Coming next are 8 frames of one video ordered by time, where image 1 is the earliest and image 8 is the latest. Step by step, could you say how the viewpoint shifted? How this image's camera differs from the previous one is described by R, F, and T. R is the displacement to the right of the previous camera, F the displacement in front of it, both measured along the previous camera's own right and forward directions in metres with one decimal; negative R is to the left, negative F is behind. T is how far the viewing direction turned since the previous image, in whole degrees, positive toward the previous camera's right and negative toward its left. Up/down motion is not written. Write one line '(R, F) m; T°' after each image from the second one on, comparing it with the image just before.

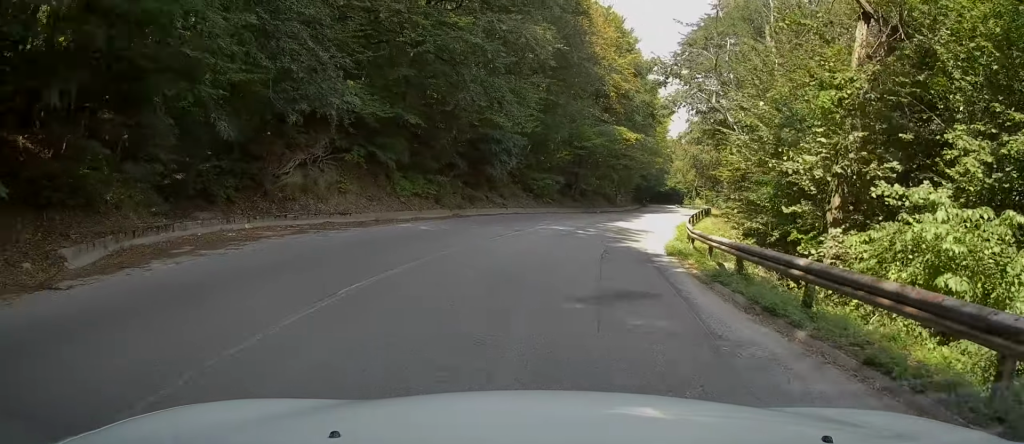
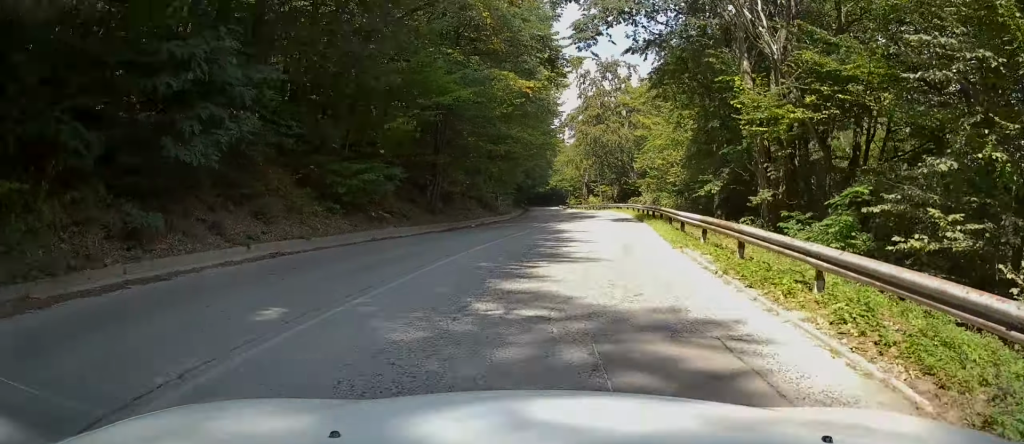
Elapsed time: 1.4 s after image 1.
(+1.7, +20.9) m; +7°
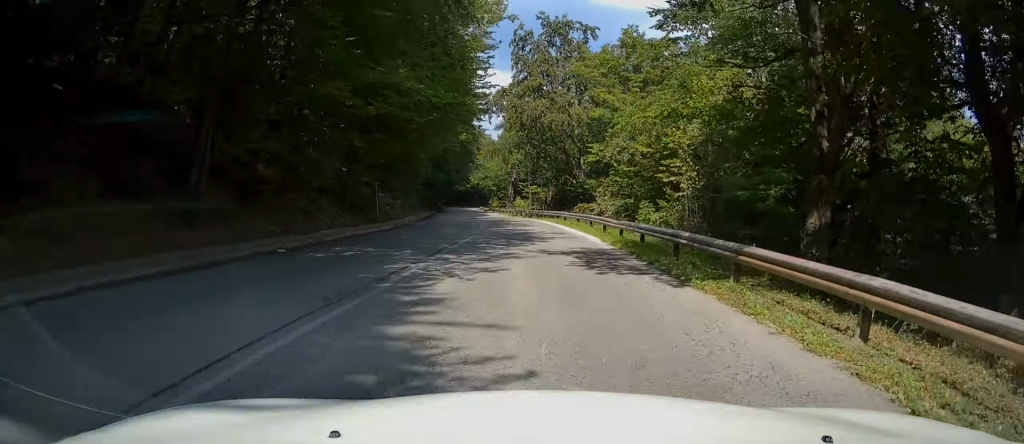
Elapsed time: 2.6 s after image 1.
(+0.6, +17.3) m; +2°
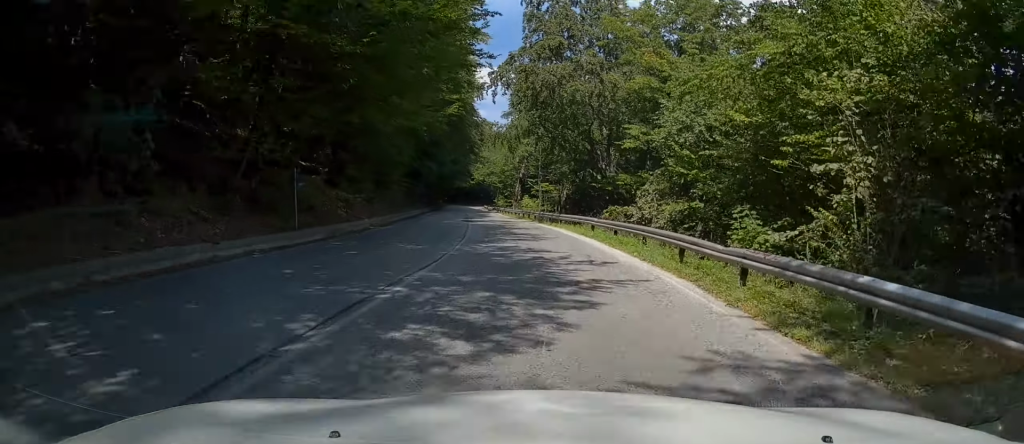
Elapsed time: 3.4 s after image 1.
(0.0, +11.5) m; 0°
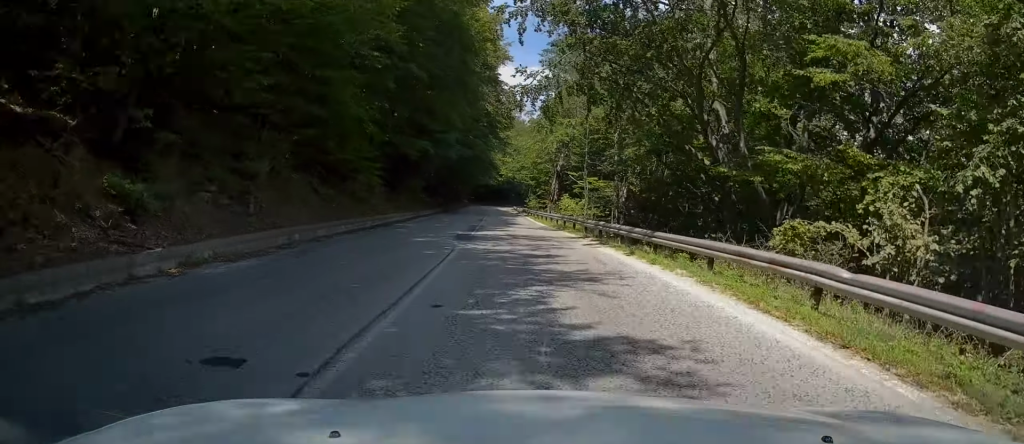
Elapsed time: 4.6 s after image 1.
(-0.1, +17.9) m; -2°
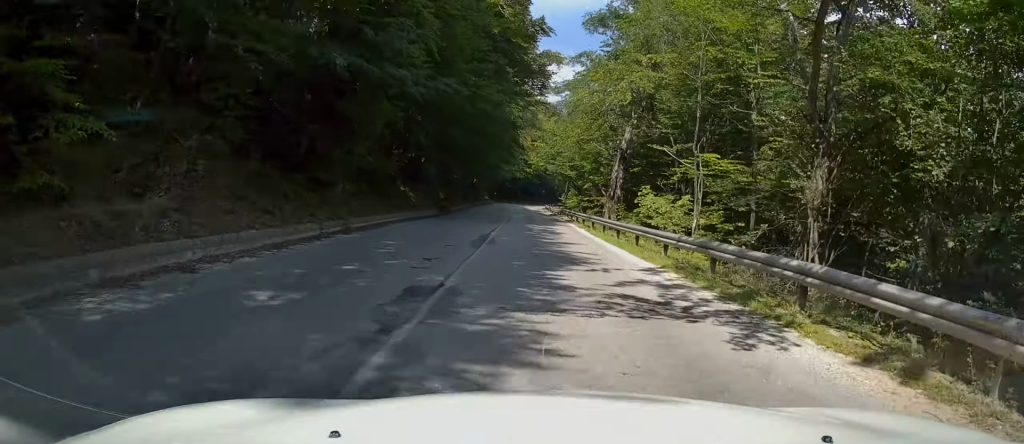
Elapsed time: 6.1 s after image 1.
(-0.7, +23.5) m; -3°
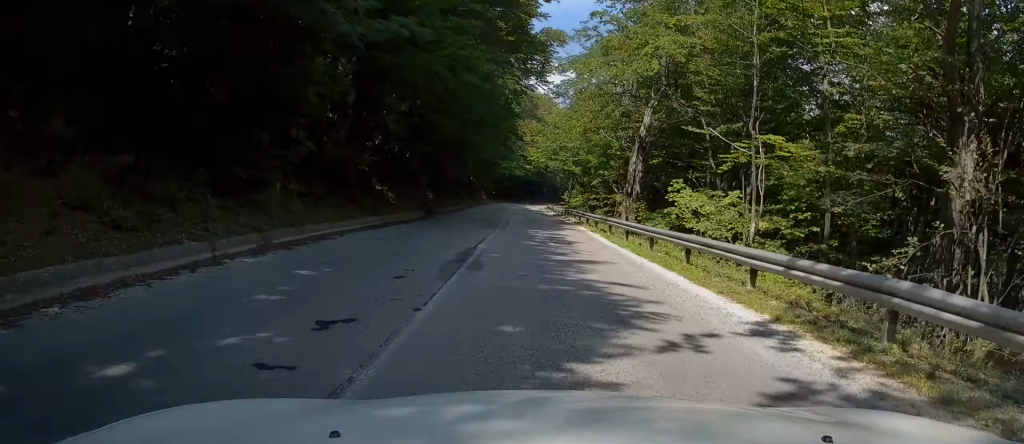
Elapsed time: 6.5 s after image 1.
(0.0, +6.3) m; 0°
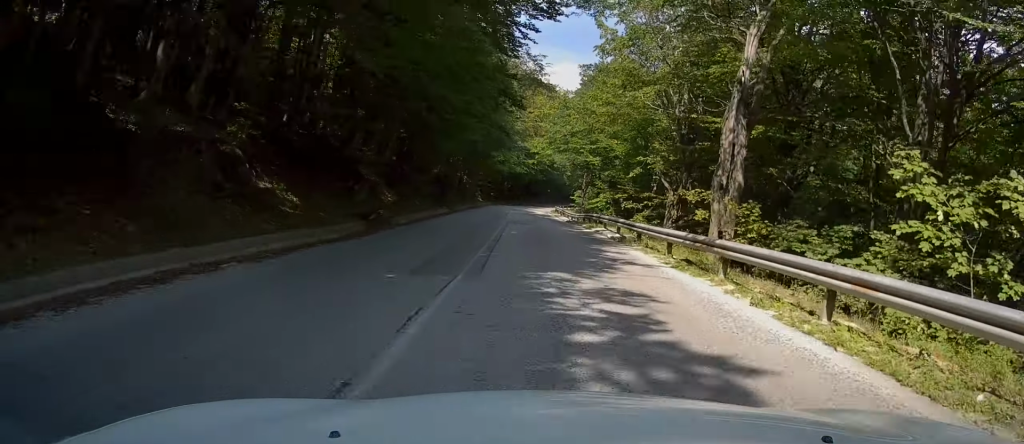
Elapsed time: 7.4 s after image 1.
(-0.1, +14.7) m; 0°
